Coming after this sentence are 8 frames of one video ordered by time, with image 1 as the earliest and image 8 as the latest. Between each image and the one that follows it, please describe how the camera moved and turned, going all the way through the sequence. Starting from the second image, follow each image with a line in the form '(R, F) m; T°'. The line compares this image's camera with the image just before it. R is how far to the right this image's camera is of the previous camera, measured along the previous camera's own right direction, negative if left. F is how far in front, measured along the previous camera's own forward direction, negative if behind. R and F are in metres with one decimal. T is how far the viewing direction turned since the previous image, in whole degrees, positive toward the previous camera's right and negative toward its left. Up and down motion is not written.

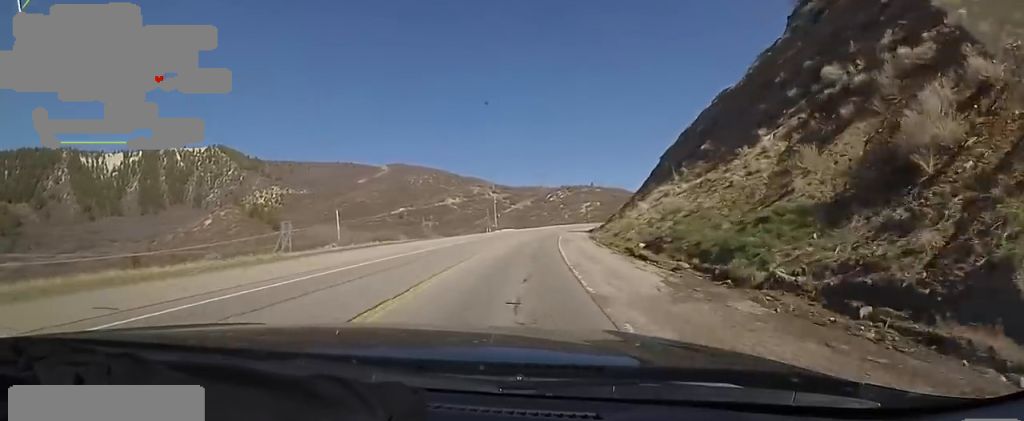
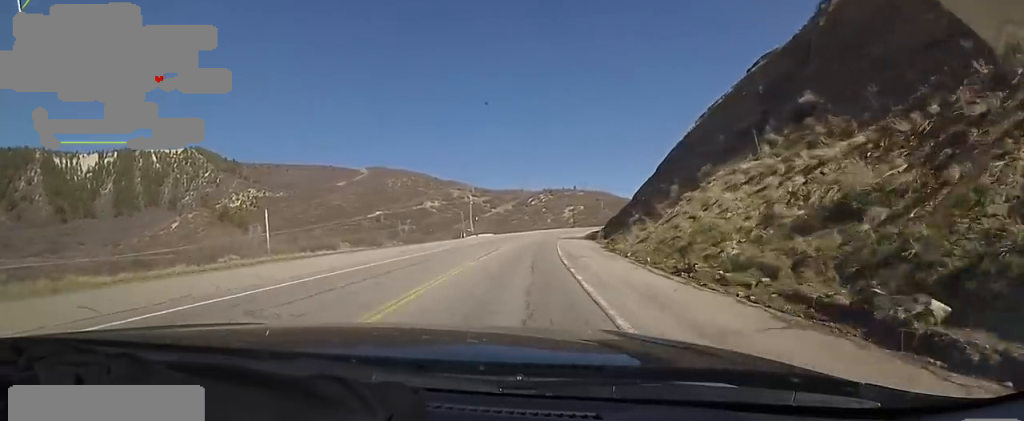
(+0.1, +17.3) m; +2°
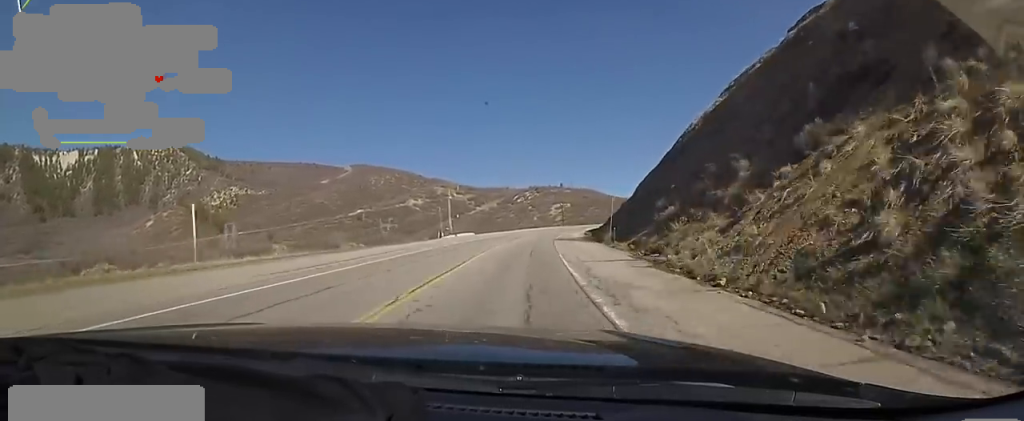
(+0.2, +12.2) m; +3°
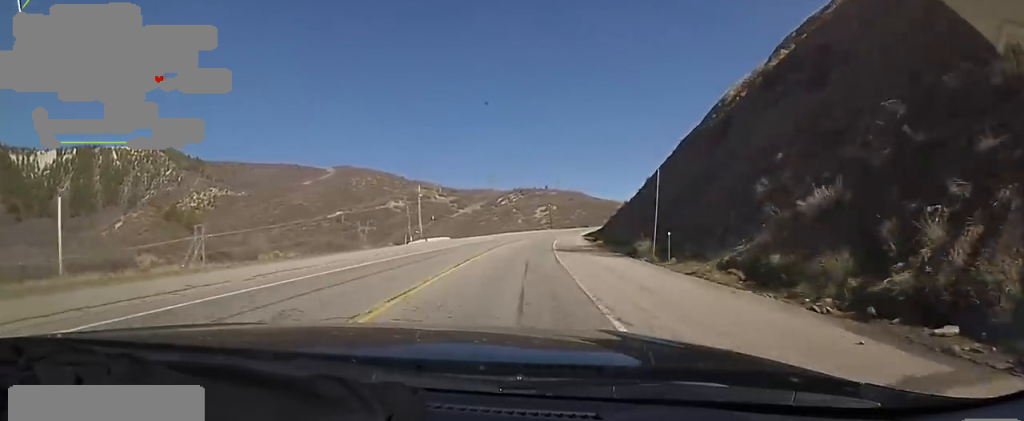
(+0.3, +15.2) m; +3°
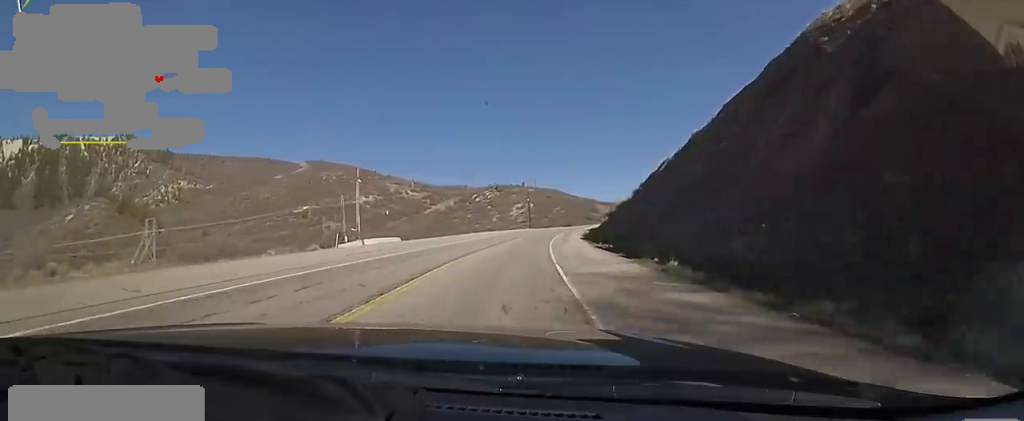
(+1.2, +21.4) m; +3°
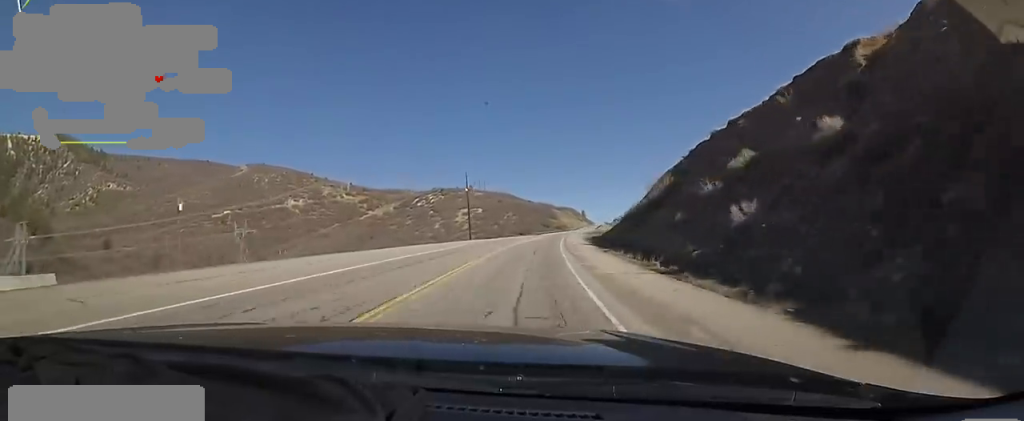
(+1.4, +51.8) m; +6°
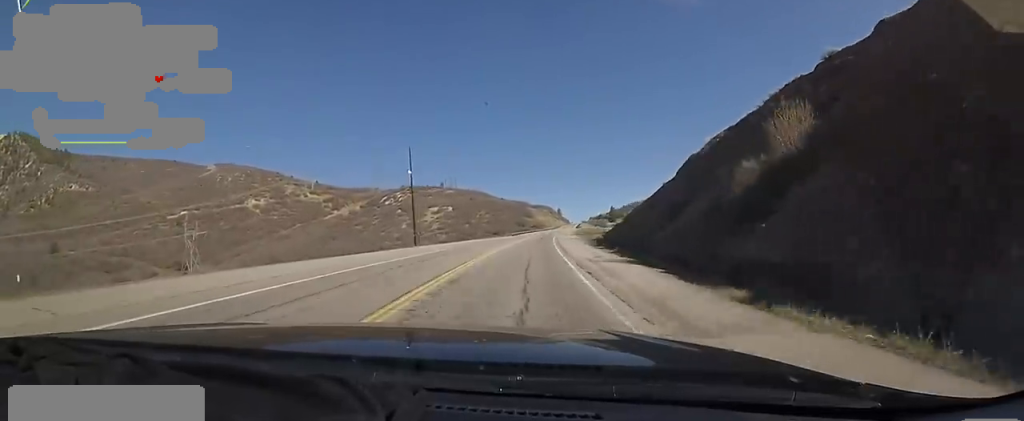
(+0.9, +22.2) m; +4°
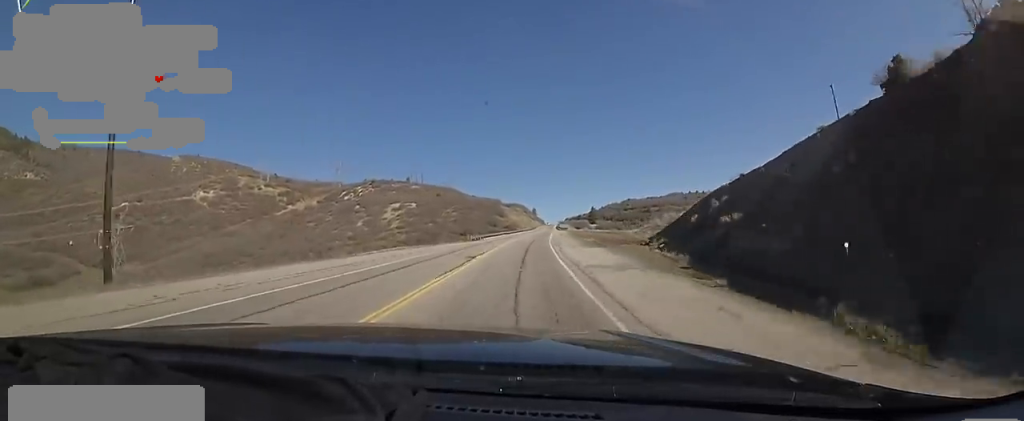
(+1.8, +35.3) m; +3°
